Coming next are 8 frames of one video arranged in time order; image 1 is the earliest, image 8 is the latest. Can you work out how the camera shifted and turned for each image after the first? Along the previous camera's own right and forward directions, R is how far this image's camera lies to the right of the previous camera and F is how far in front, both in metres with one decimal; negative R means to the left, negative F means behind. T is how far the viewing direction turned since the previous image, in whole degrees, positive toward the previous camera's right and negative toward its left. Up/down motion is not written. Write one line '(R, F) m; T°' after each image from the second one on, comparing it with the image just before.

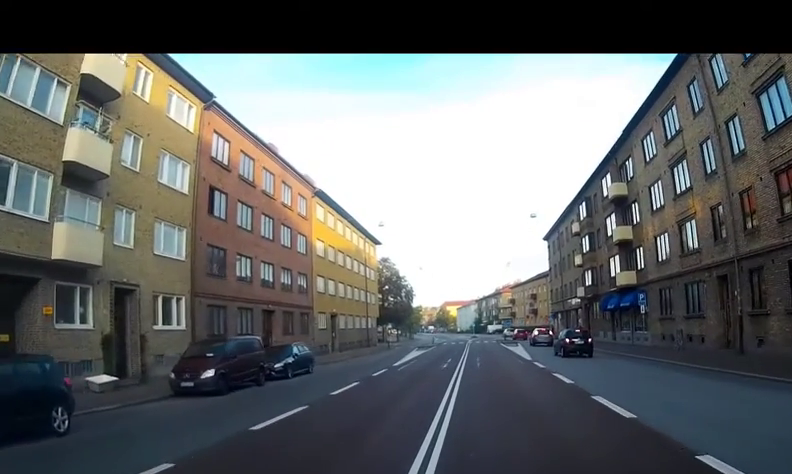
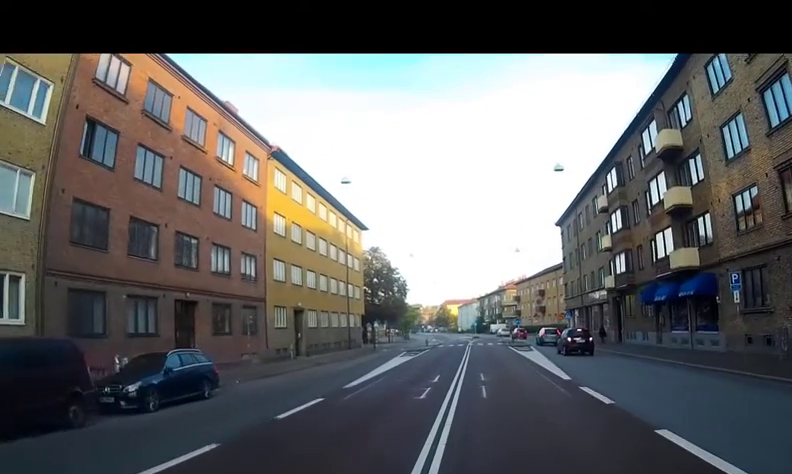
(+0.1, +10.4) m; +1°
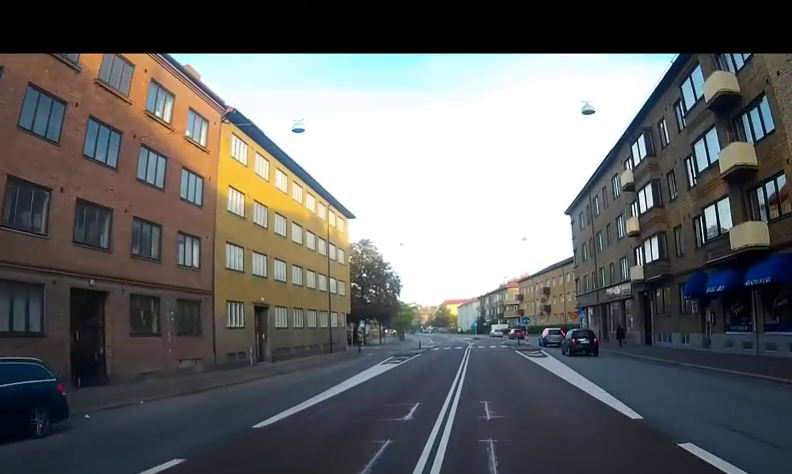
(-0.2, +7.1) m; -3°
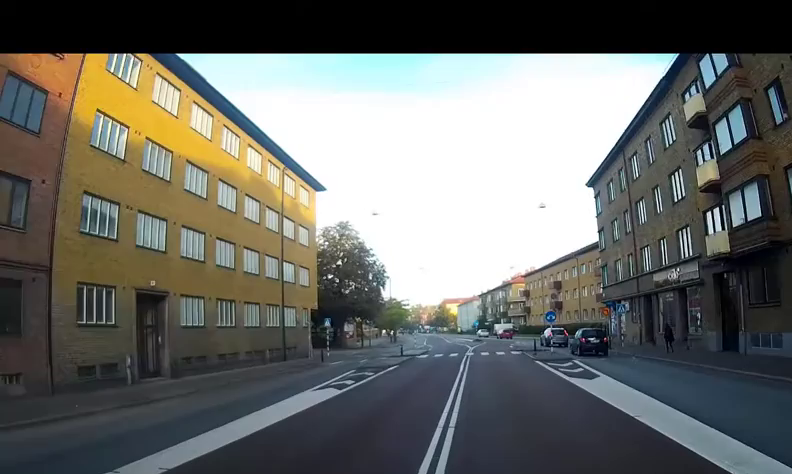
(-0.3, +12.1) m; -1°
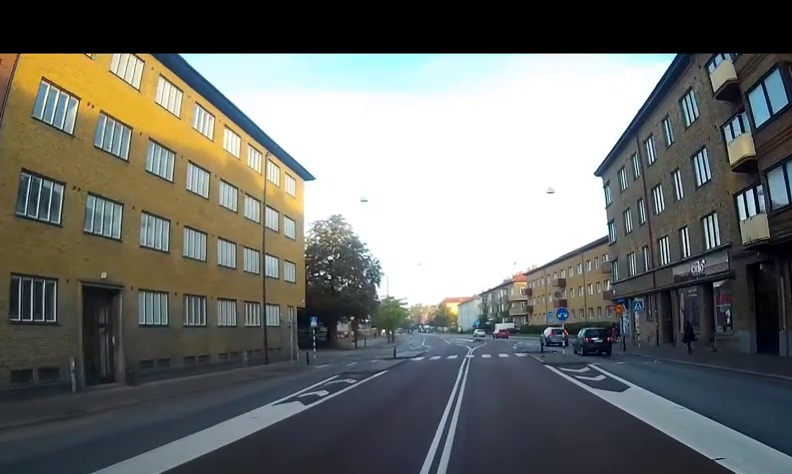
(0.0, +3.4) m; 0°
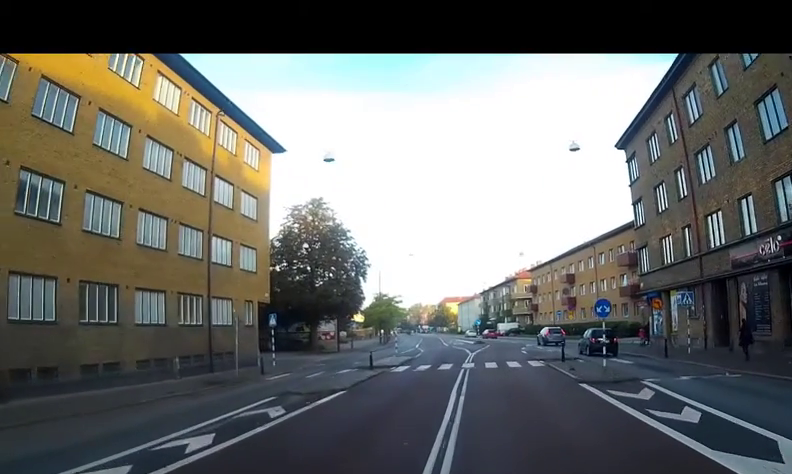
(+0.1, +7.2) m; 0°
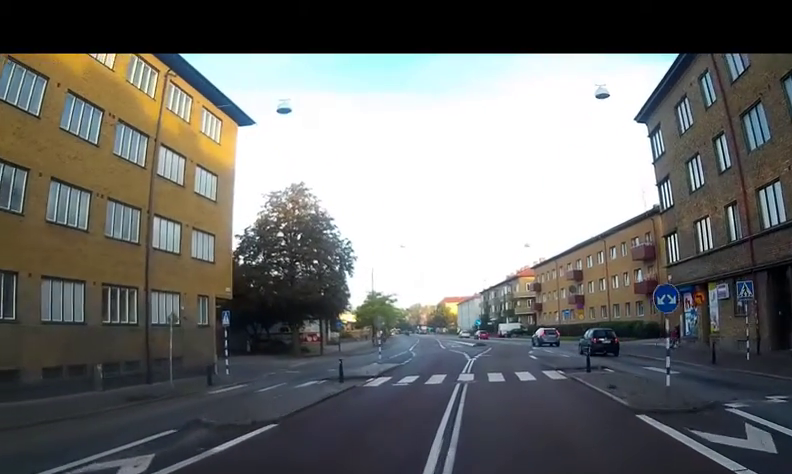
(0.0, +5.3) m; 0°
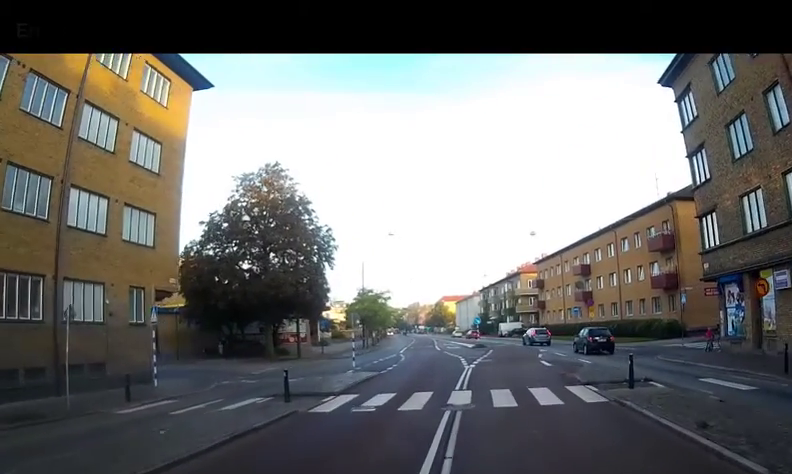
(-0.1, +5.2) m; +1°
